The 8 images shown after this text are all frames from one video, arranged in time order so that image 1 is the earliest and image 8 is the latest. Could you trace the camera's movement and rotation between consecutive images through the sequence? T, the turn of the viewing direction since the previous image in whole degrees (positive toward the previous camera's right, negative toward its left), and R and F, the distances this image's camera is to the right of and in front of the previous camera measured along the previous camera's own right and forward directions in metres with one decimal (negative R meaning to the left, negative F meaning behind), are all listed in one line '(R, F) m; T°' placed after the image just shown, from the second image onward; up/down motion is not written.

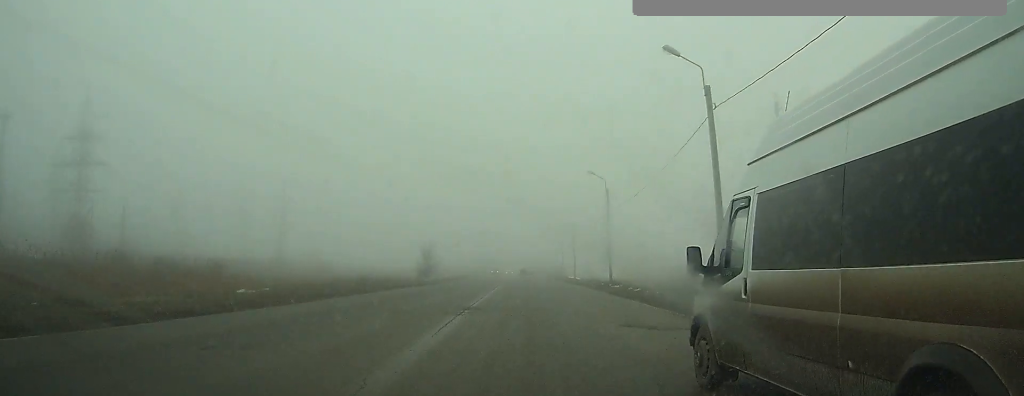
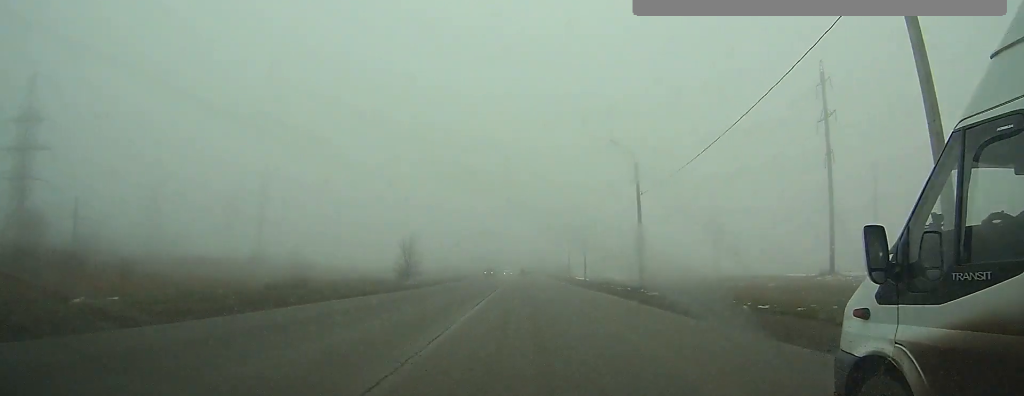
(0.0, +10.7) m; 0°
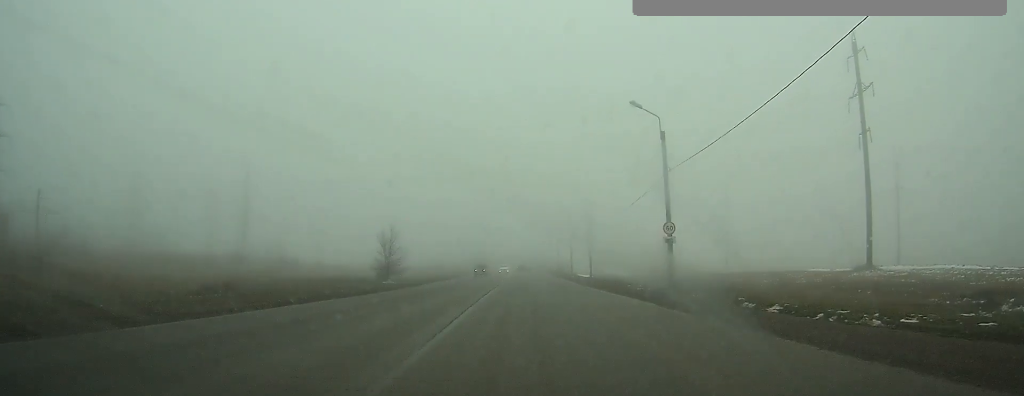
(0.0, +7.5) m; 0°
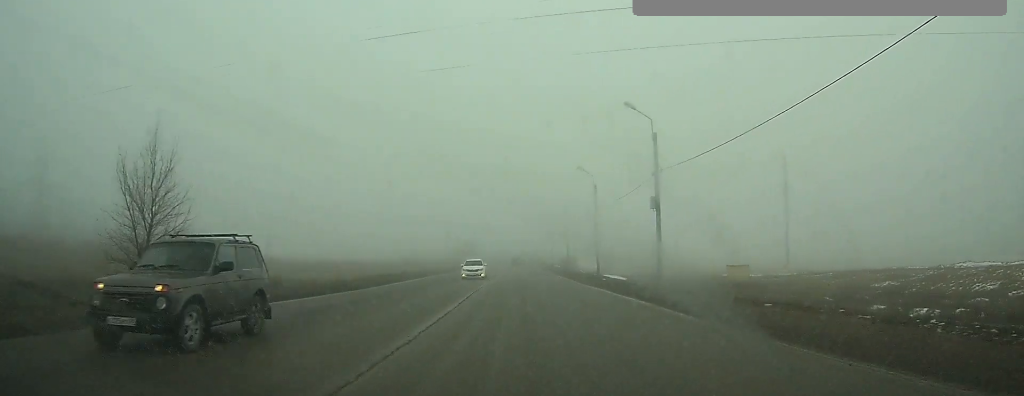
(-0.1, +34.7) m; 0°
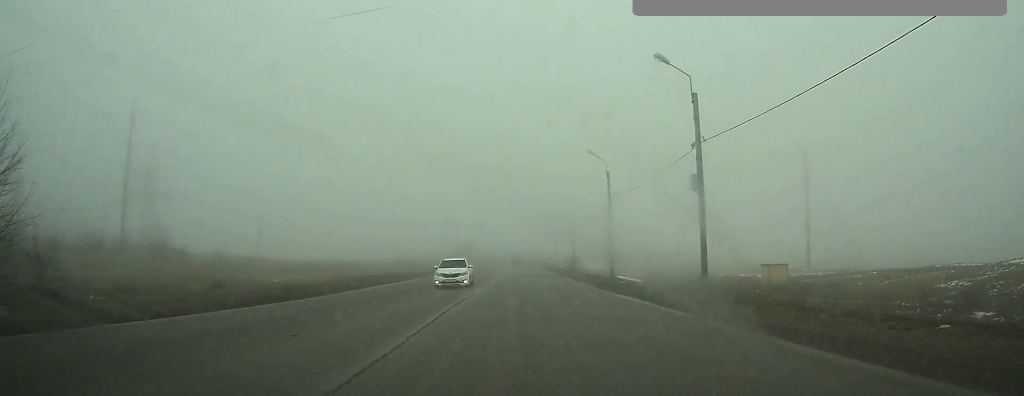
(0.0, +8.3) m; 0°
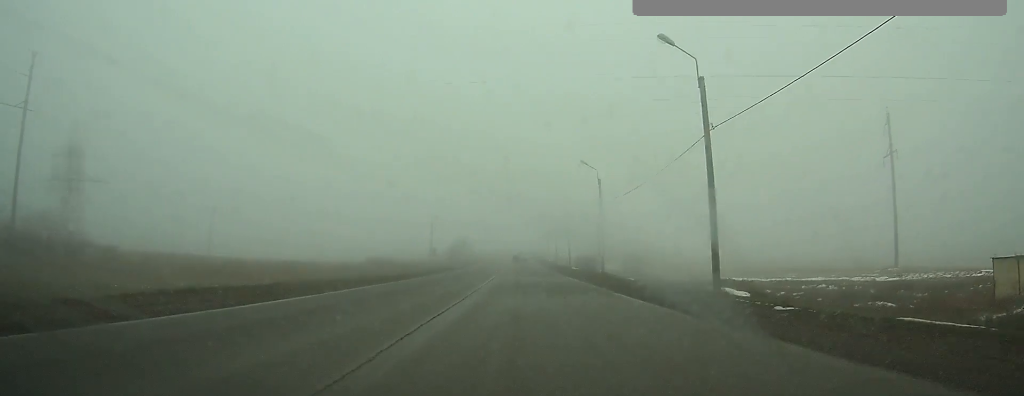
(+0.1, +27.8) m; 0°
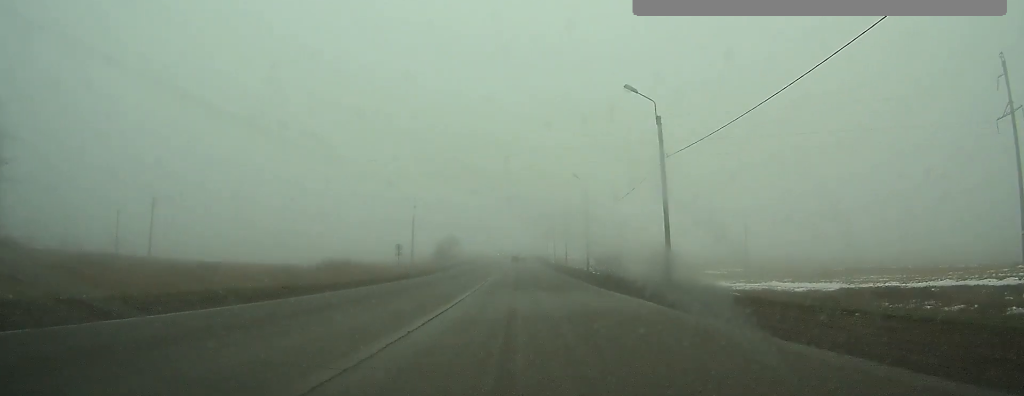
(0.0, +25.3) m; 0°
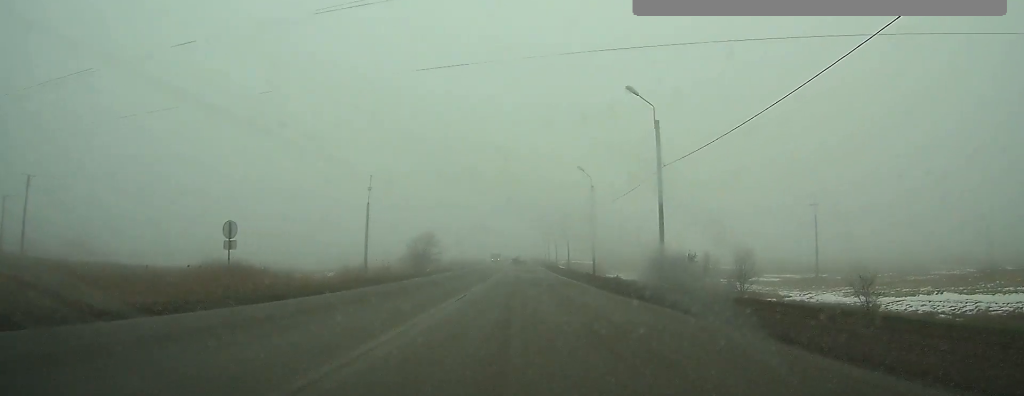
(0.0, +28.8) m; 0°
